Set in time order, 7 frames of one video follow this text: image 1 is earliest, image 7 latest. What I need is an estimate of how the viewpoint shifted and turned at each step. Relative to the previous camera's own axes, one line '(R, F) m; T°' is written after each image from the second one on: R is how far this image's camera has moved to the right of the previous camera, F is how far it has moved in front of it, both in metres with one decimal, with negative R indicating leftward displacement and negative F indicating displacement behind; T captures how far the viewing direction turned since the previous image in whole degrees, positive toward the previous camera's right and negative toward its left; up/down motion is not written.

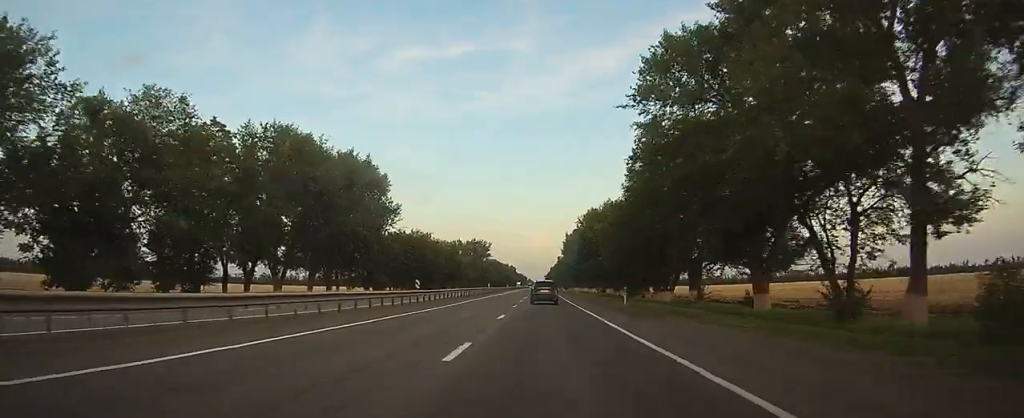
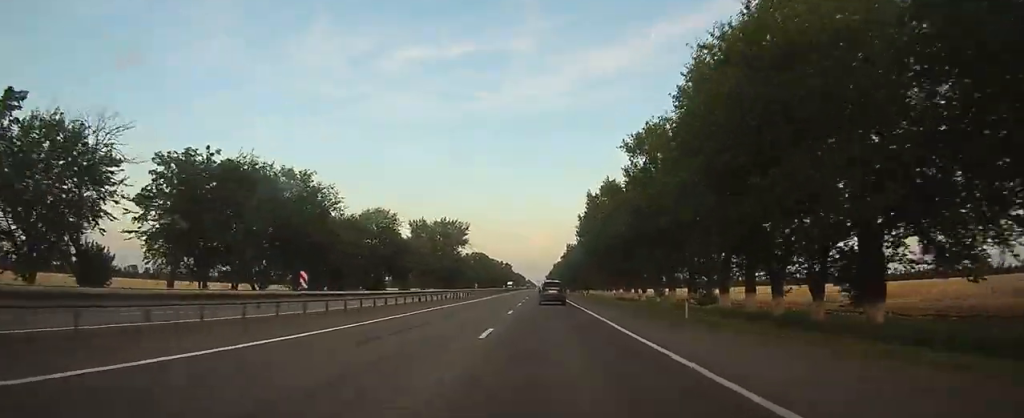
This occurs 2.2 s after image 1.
(-0.4, +66.0) m; -1°
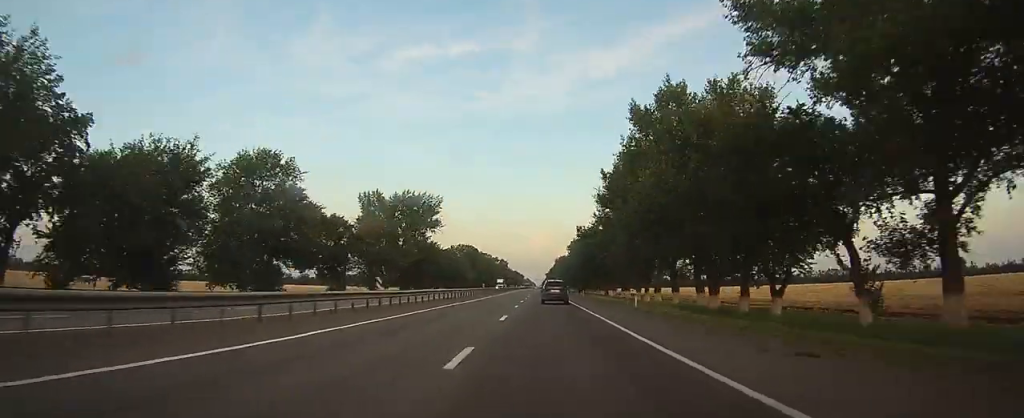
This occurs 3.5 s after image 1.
(0.0, +40.5) m; 0°
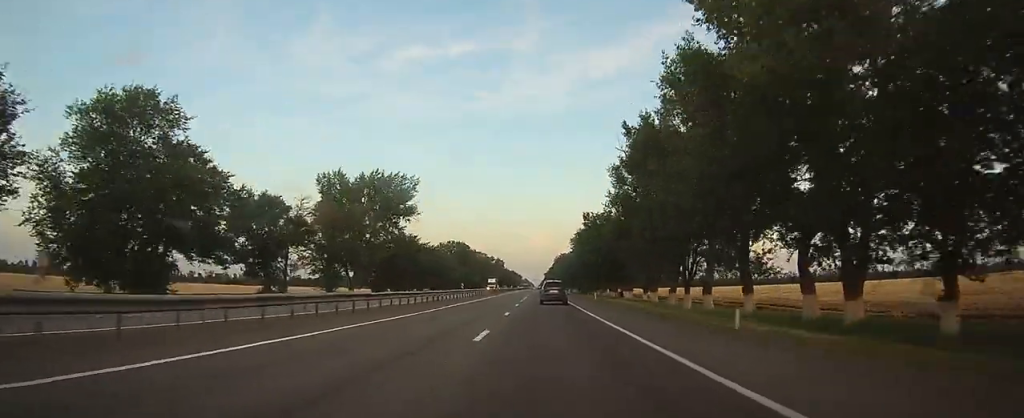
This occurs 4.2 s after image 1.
(0.0, +19.4) m; 0°
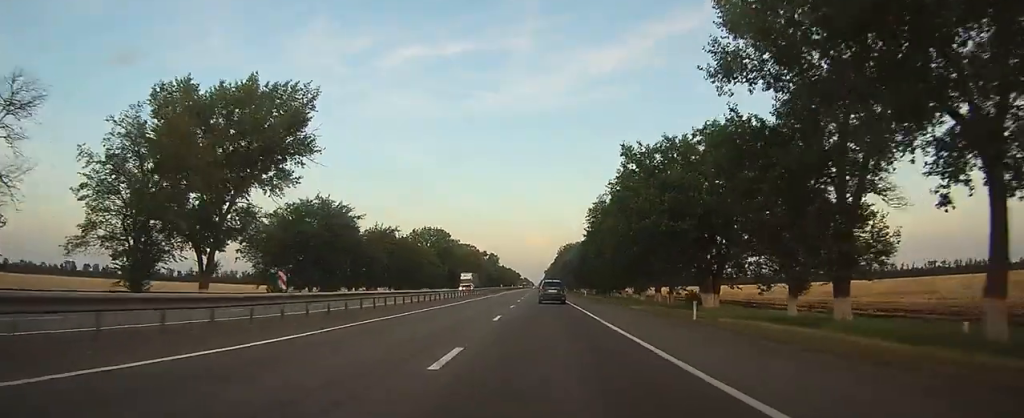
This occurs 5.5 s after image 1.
(+0.1, +40.1) m; 0°
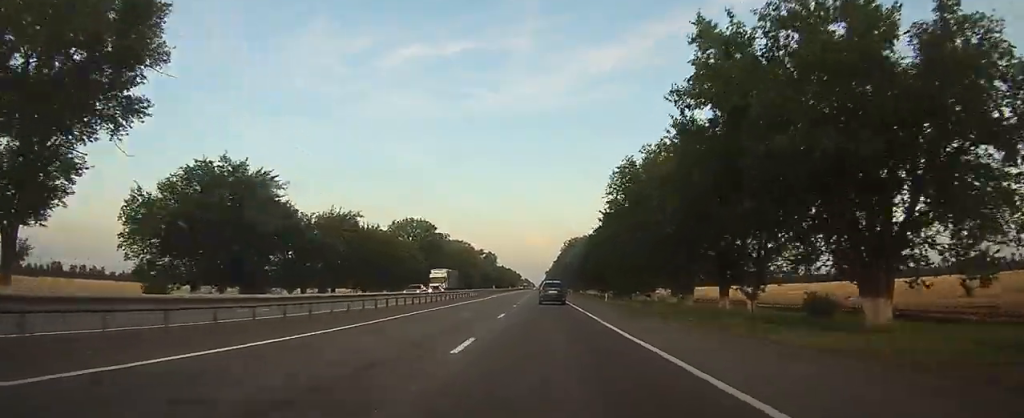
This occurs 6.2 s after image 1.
(0.0, +21.8) m; 0°
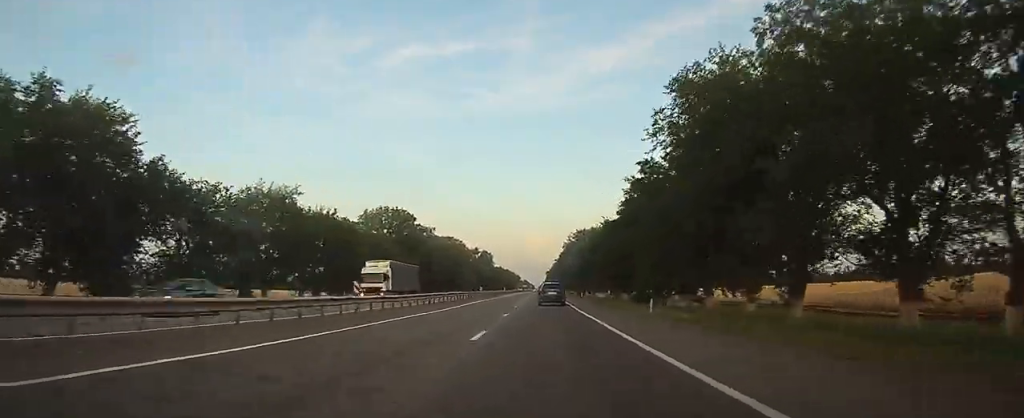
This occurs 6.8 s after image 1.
(0.0, +20.8) m; 0°
